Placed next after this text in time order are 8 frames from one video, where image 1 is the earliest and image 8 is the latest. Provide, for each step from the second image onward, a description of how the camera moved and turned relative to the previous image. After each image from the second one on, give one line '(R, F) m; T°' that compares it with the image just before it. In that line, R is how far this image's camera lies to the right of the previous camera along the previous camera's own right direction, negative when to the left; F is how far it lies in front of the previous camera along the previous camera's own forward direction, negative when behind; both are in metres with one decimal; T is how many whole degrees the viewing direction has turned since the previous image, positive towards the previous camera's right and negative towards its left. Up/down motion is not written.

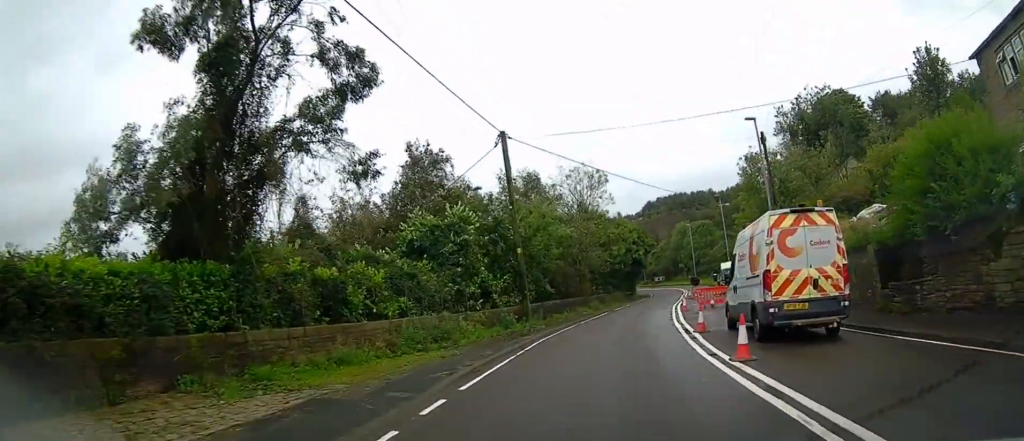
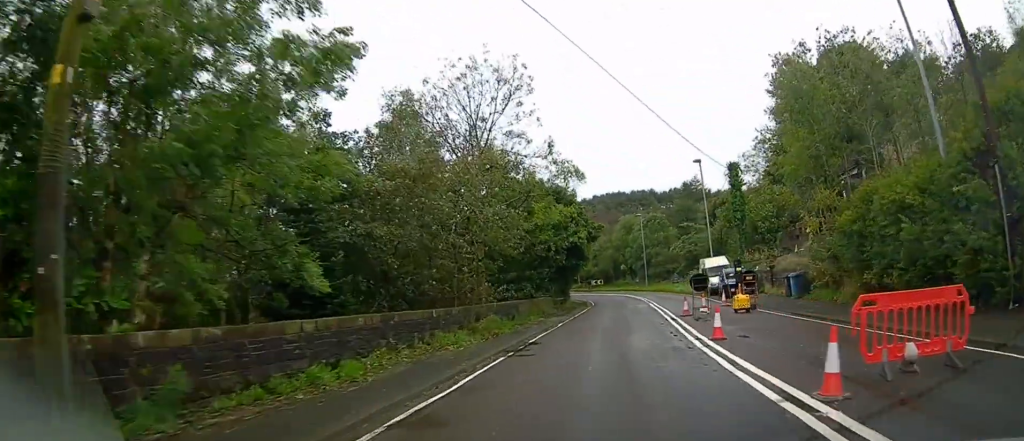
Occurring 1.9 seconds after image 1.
(+0.9, +21.5) m; +5°
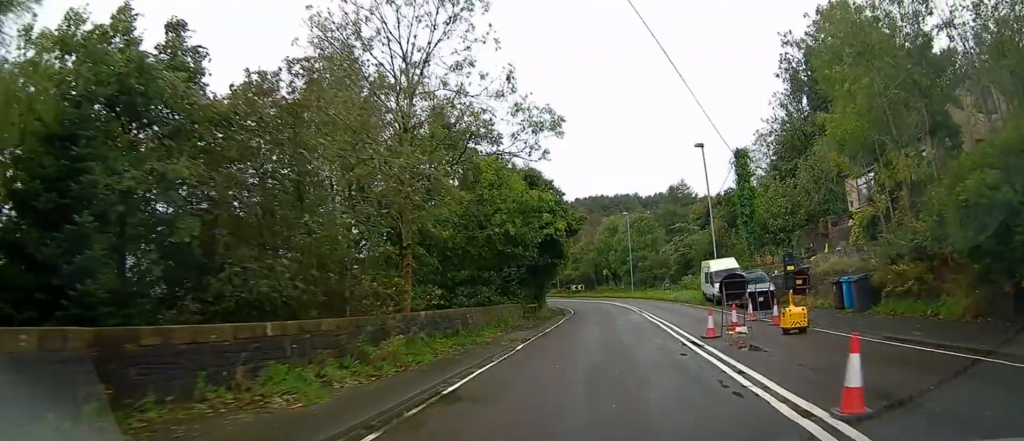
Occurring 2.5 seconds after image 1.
(+0.1, +7.1) m; +2°
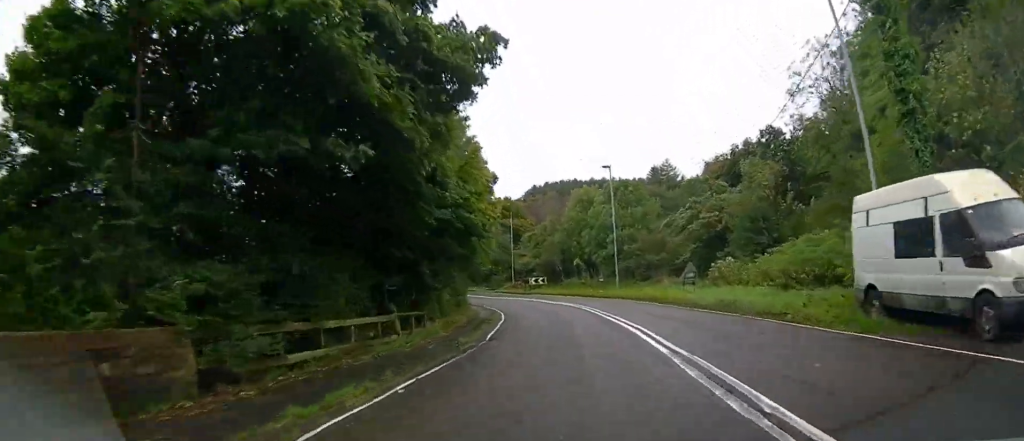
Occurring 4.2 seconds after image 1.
(+1.0, +24.5) m; +4°
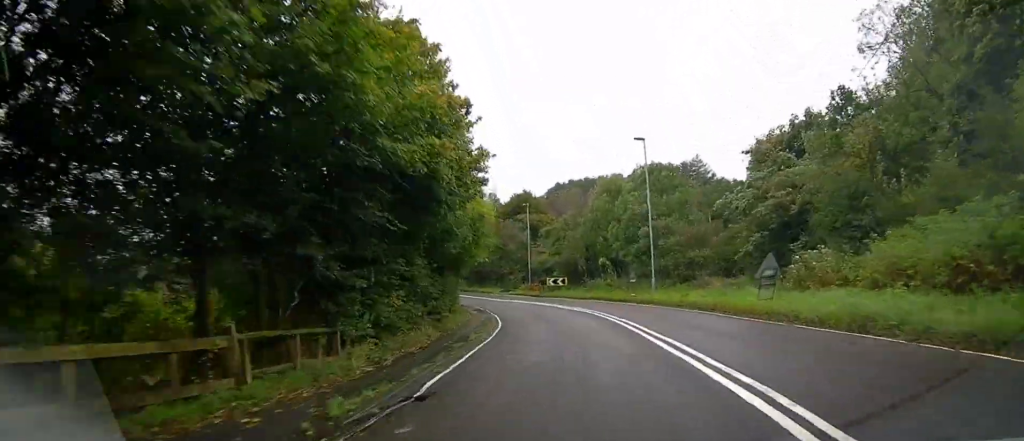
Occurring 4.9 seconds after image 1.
(+0.1, +9.0) m; -1°
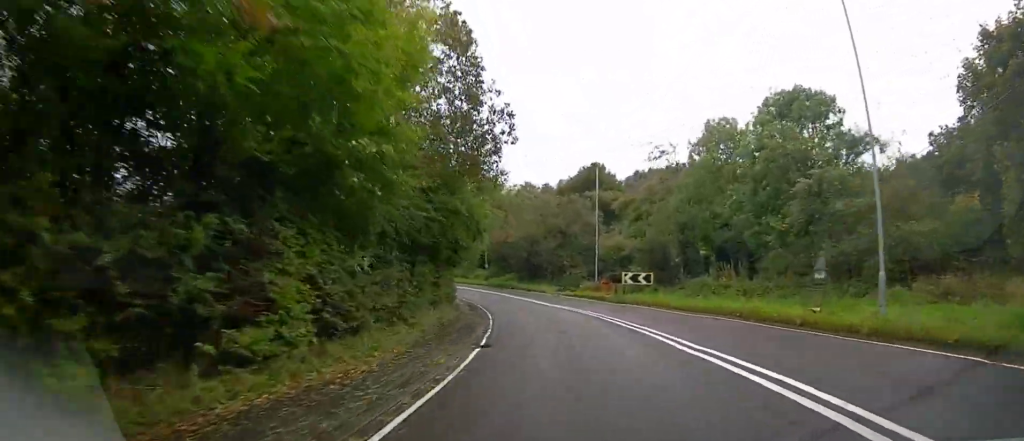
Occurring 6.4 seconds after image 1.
(-0.9, +21.1) m; -8°
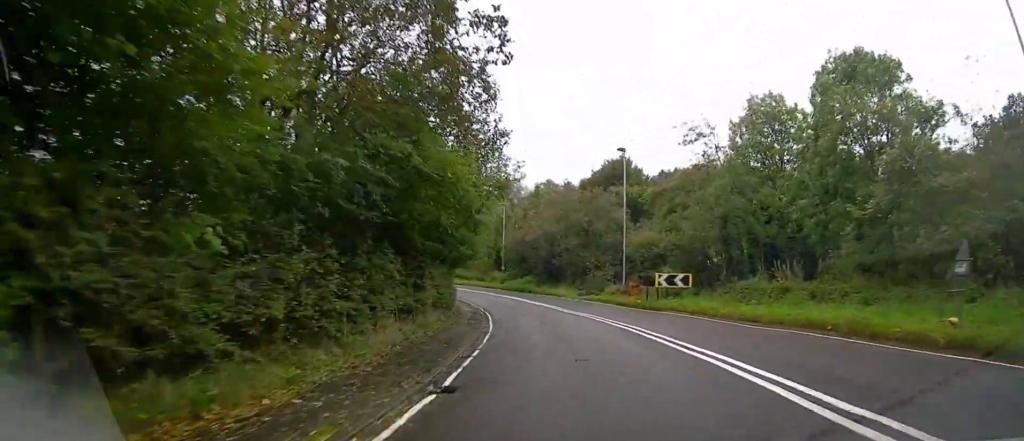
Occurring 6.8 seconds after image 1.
(-0.2, +5.7) m; -3°
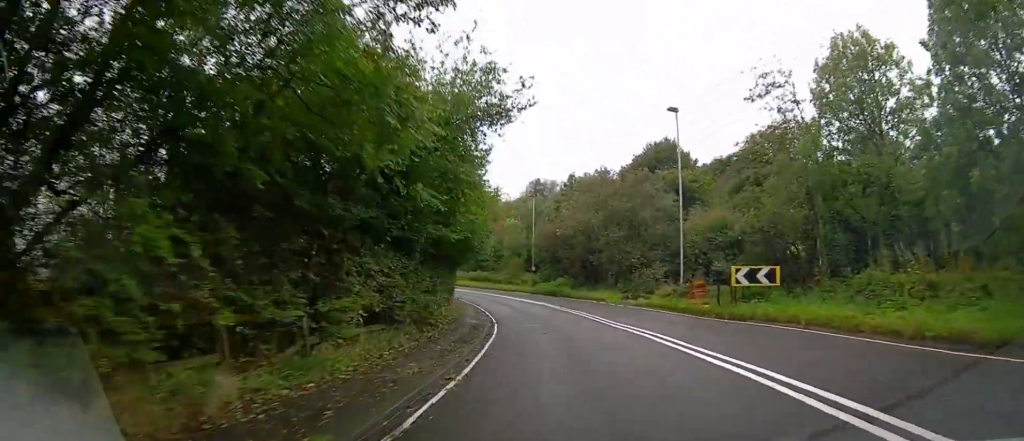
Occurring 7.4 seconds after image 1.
(-0.2, +8.8) m; -4°
